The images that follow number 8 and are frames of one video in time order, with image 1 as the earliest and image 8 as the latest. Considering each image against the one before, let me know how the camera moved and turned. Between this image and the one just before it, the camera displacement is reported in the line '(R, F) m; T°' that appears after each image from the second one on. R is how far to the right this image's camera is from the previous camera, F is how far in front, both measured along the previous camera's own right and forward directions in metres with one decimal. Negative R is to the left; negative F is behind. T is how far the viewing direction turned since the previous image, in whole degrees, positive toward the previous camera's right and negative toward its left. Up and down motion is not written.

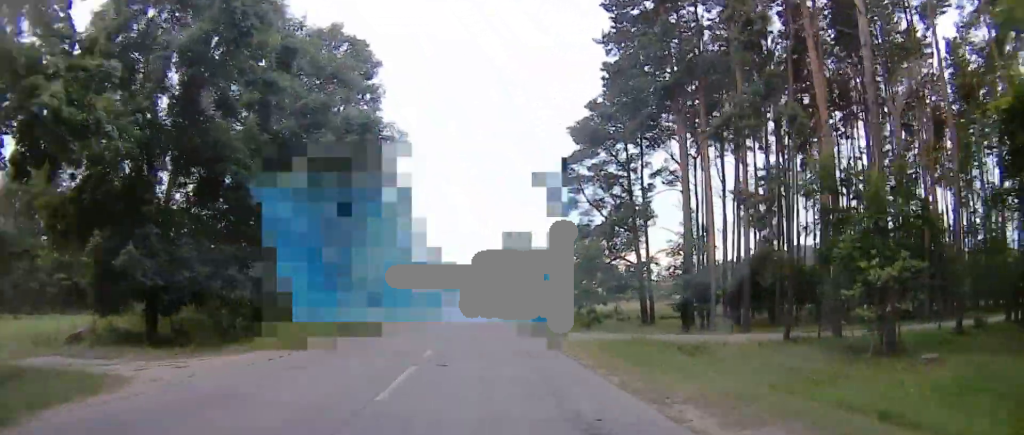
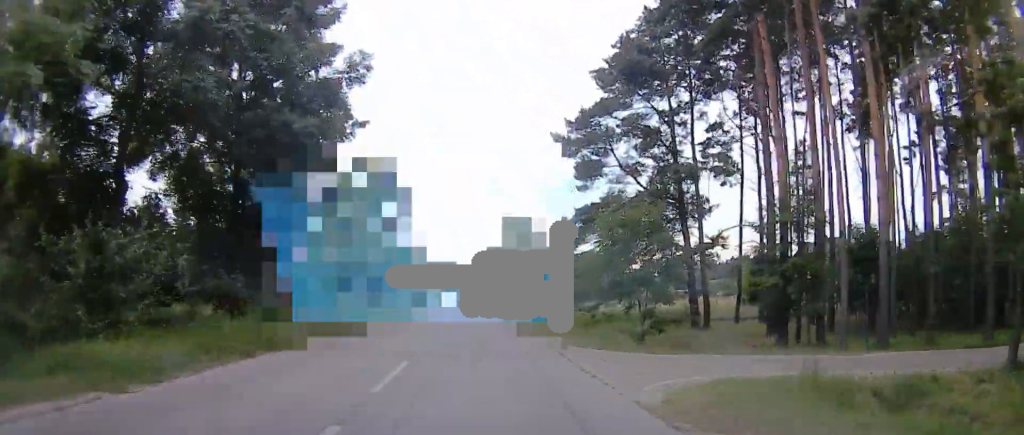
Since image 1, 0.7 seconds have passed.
(-0.1, +11.9) m; 0°
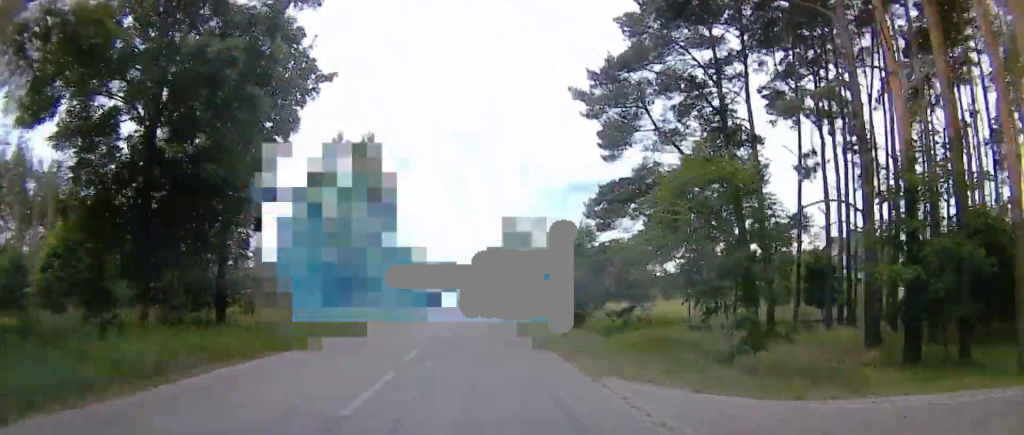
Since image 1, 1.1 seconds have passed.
(0.0, +8.4) m; 0°
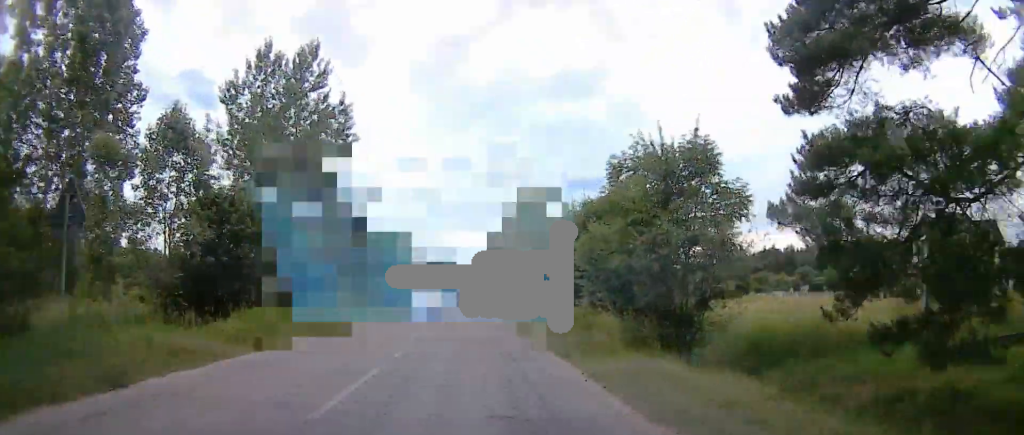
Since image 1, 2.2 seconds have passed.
(0.0, +20.1) m; 0°
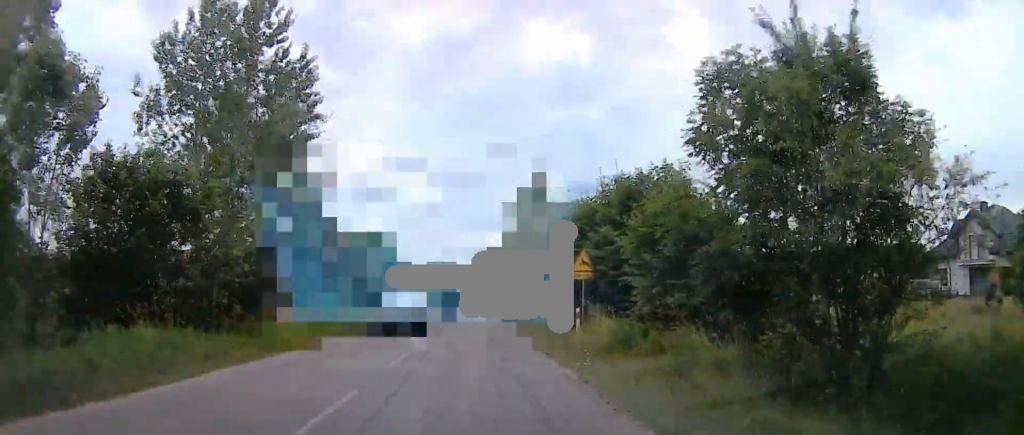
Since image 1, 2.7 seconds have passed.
(0.0, +8.5) m; 0°
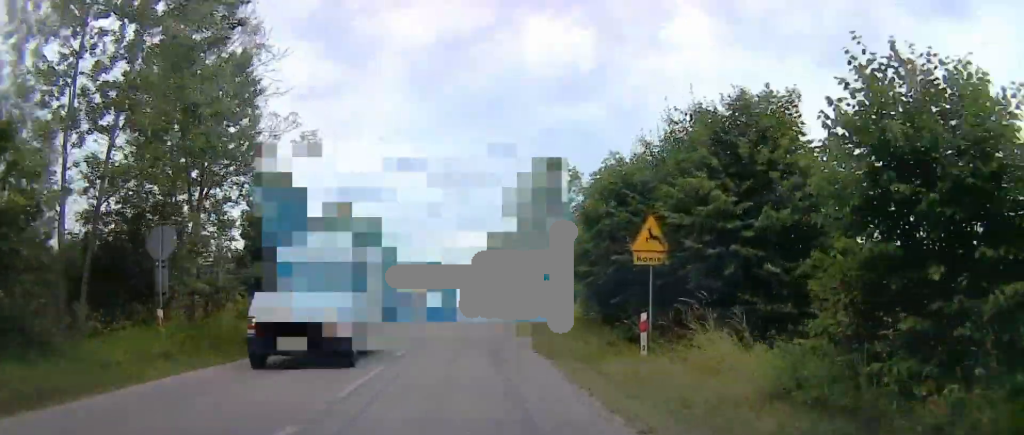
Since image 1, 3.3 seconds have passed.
(0.0, +10.2) m; +3°
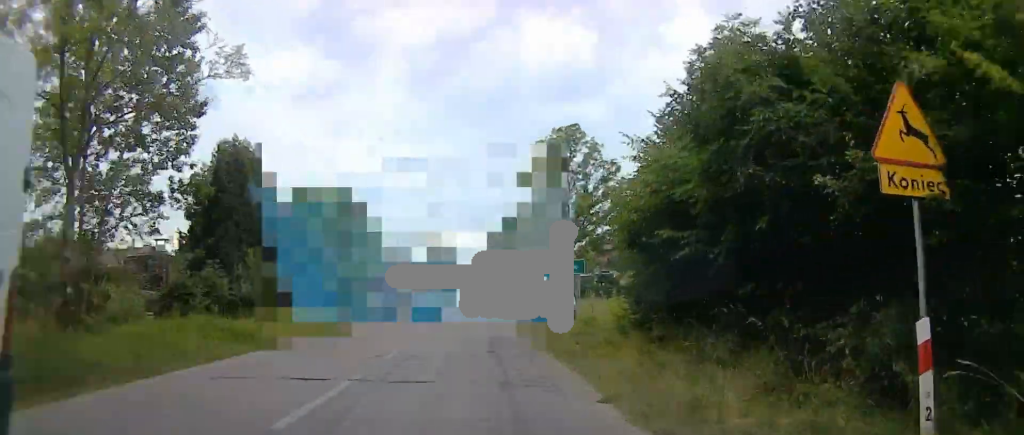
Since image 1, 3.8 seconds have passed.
(-0.5, +9.6) m; +18°
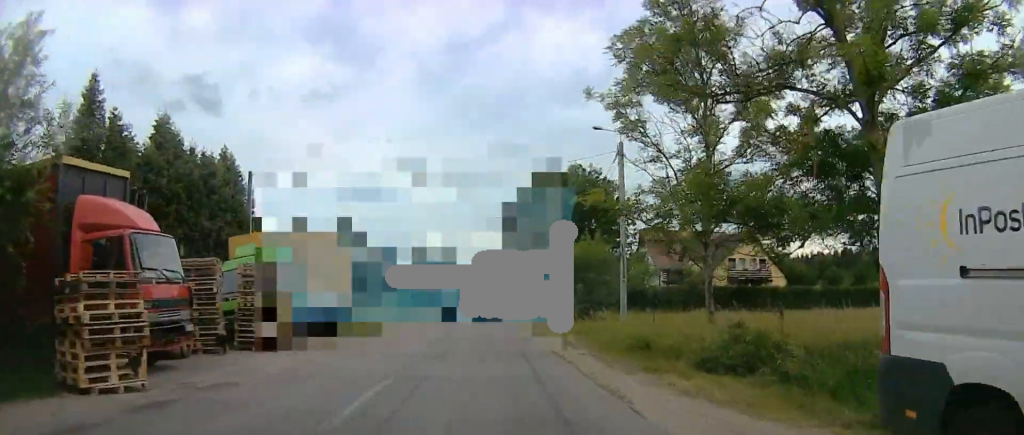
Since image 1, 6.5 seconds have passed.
(+5.3, +34.1) m; -11°
